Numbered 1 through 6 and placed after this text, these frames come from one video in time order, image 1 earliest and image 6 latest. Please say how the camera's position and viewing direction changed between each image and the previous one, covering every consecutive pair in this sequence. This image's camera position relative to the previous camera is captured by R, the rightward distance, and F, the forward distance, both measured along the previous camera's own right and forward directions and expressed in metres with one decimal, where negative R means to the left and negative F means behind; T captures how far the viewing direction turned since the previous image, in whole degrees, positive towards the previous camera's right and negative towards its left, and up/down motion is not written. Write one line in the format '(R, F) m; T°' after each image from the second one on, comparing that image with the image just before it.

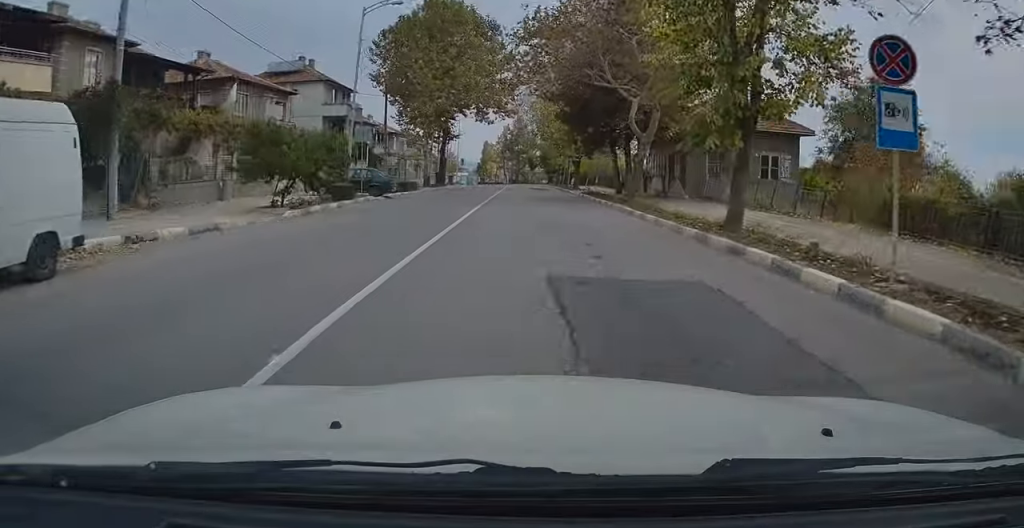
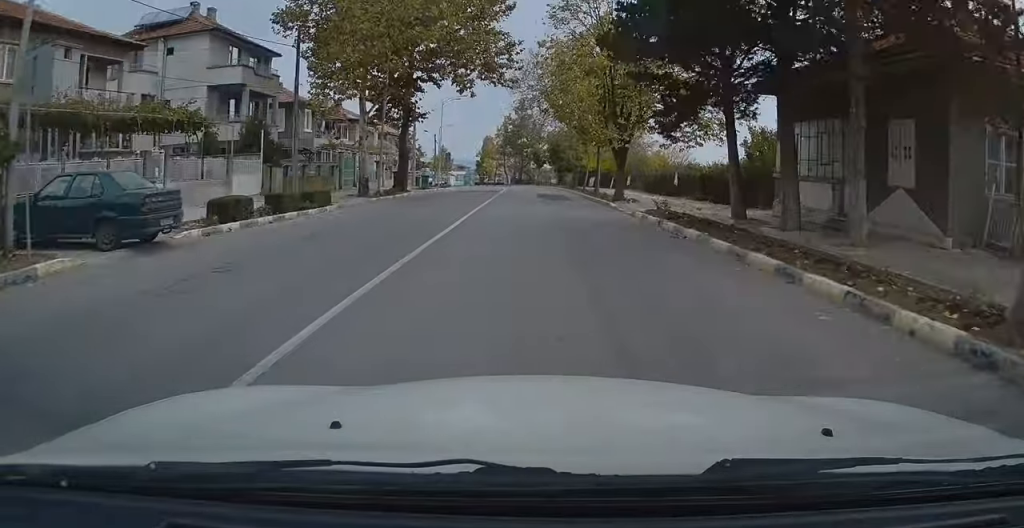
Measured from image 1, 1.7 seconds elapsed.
(-0.3, +21.0) m; -1°
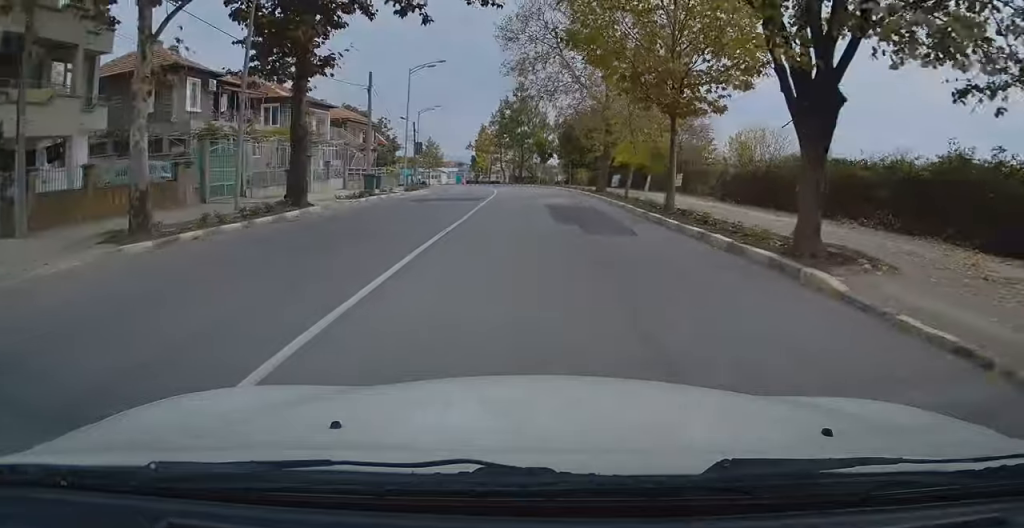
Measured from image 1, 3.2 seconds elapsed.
(+0.1, +18.5) m; 0°
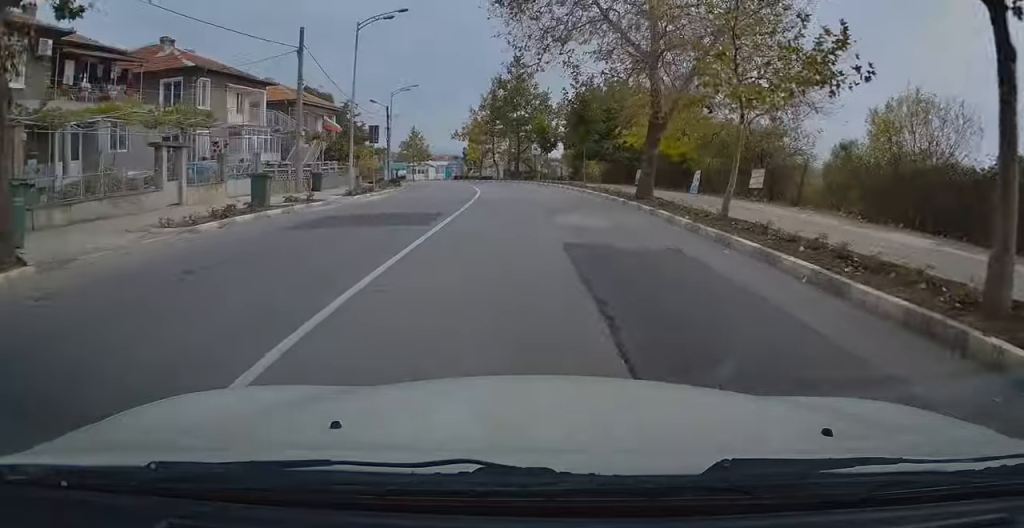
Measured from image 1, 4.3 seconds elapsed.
(+0.1, +13.6) m; 0°
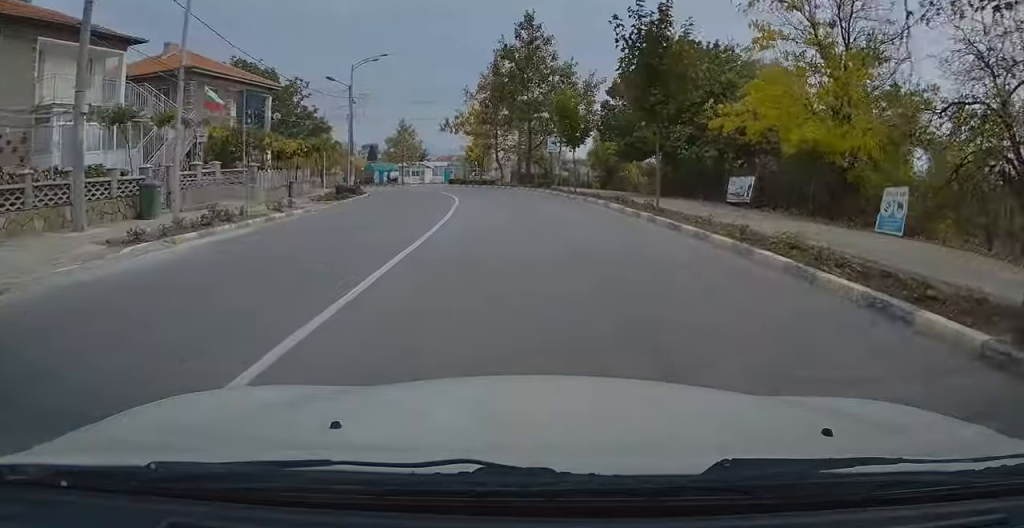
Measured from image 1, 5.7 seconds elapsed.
(-0.2, +17.8) m; -2°
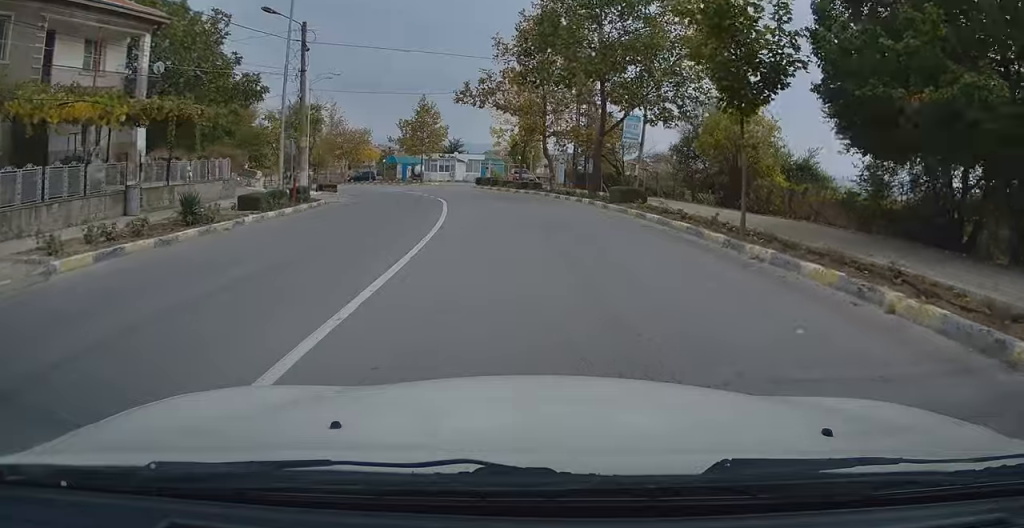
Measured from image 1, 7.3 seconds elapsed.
(-0.4, +19.3) m; -3°
